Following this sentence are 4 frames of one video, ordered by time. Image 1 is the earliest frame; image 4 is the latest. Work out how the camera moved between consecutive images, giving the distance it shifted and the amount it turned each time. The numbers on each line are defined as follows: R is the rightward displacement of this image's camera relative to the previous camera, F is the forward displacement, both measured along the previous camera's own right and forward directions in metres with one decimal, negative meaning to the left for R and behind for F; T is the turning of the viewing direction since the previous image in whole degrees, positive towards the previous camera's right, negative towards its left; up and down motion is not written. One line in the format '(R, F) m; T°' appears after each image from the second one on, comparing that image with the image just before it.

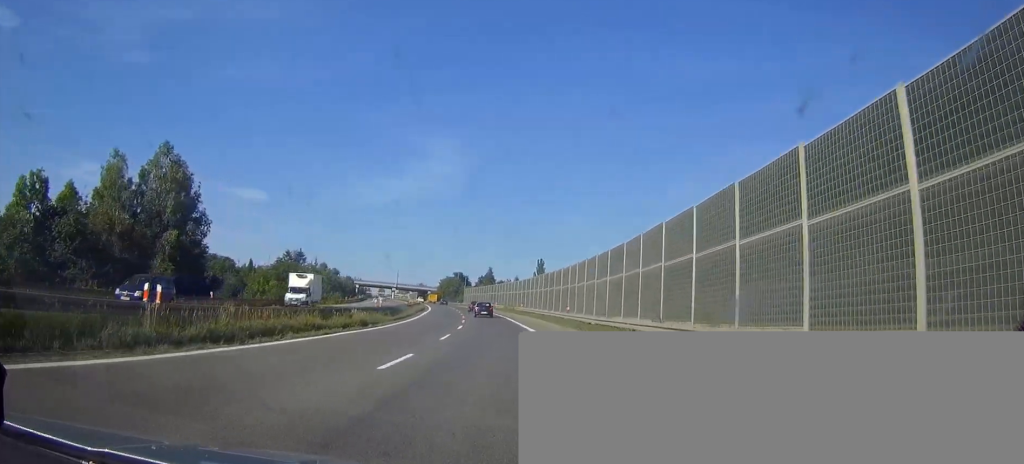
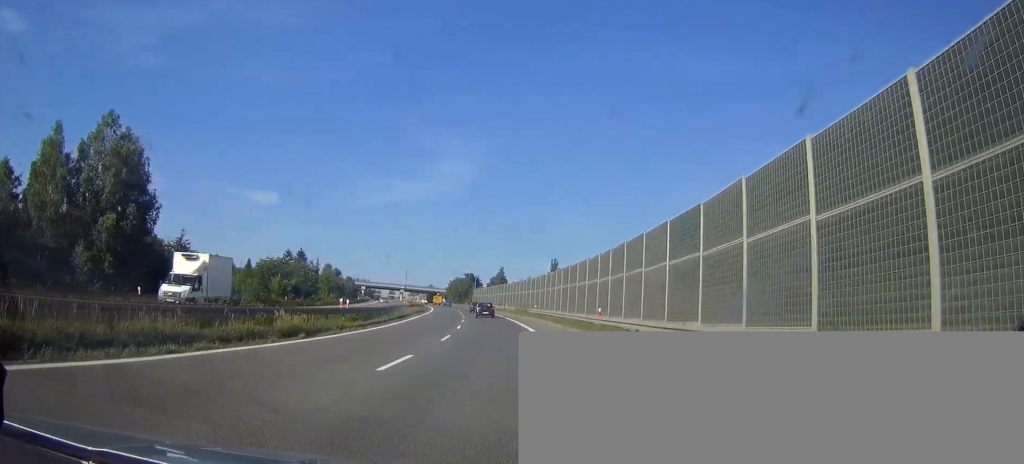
(0.0, +12.5) m; -1°
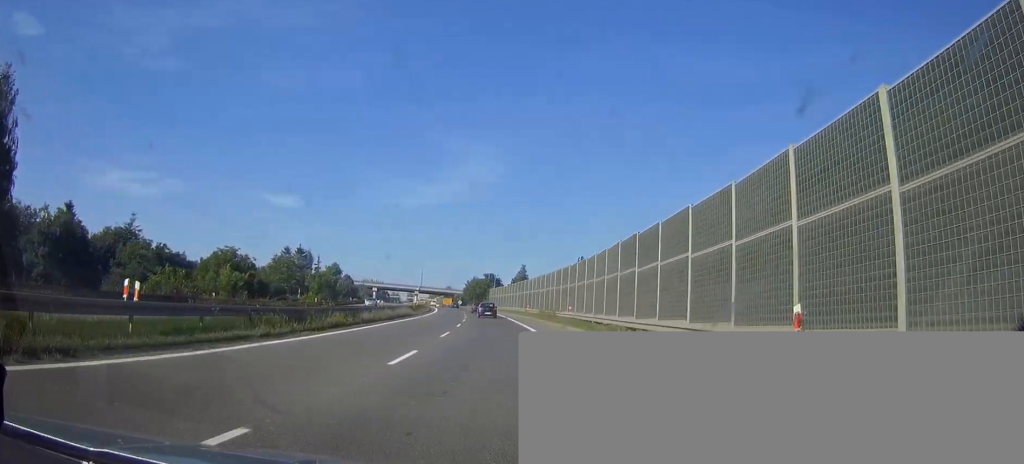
(-0.1, +23.2) m; -2°
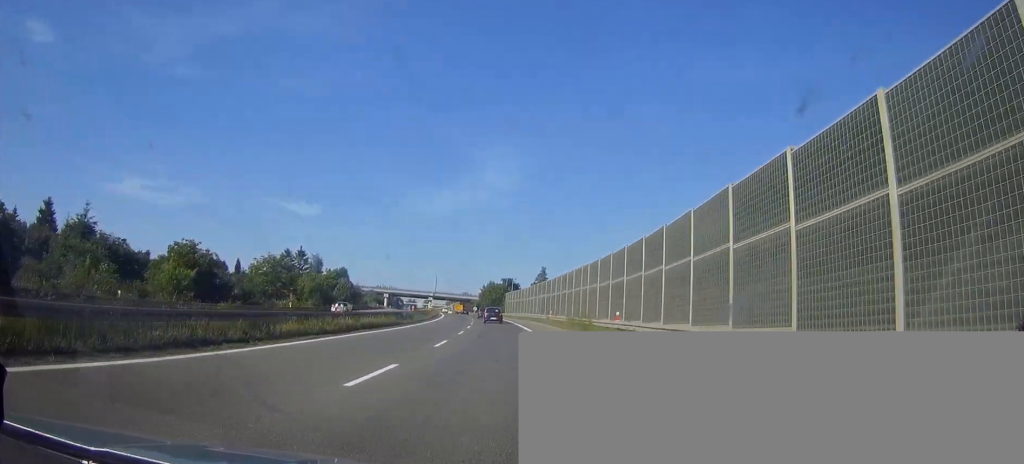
(-0.2, +16.0) m; -2°
